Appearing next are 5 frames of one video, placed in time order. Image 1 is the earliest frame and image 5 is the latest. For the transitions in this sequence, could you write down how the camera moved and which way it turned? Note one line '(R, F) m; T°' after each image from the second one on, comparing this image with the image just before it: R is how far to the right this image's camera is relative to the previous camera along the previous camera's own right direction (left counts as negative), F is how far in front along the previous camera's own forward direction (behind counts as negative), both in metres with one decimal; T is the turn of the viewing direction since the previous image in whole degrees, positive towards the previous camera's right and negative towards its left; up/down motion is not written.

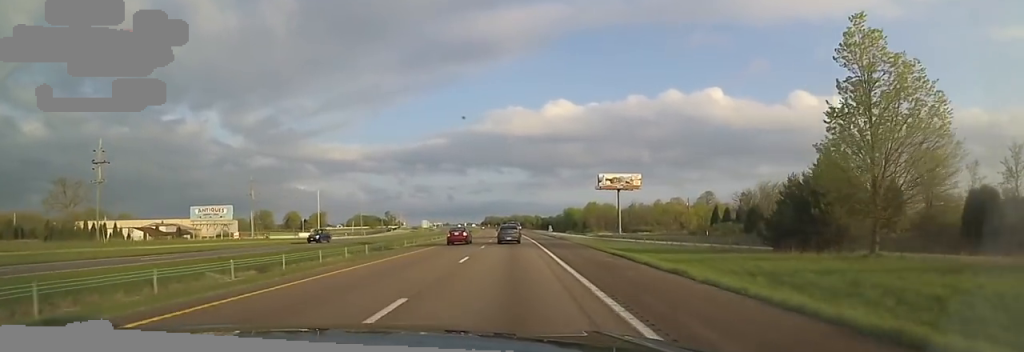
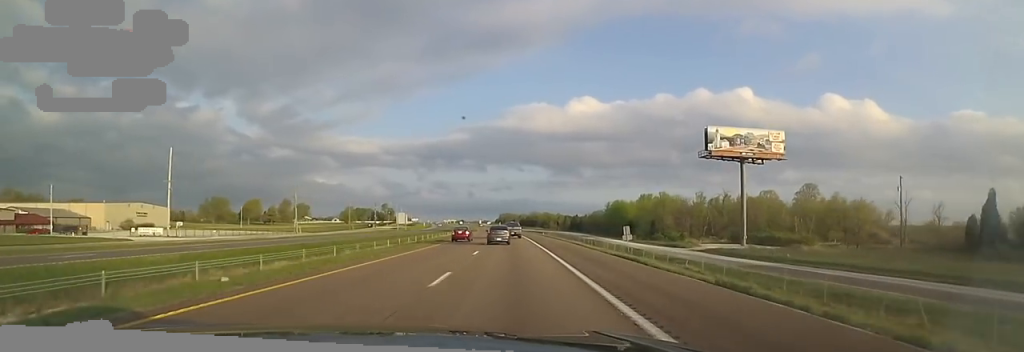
(-1.1, +81.8) m; -2°
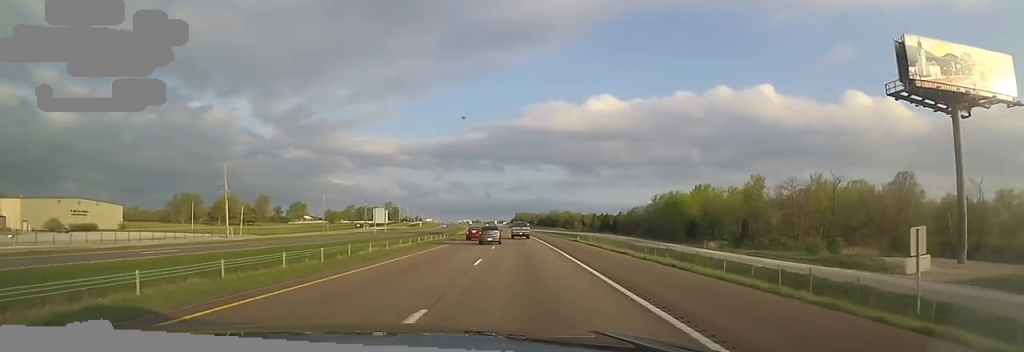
(-1.6, +43.8) m; -3°
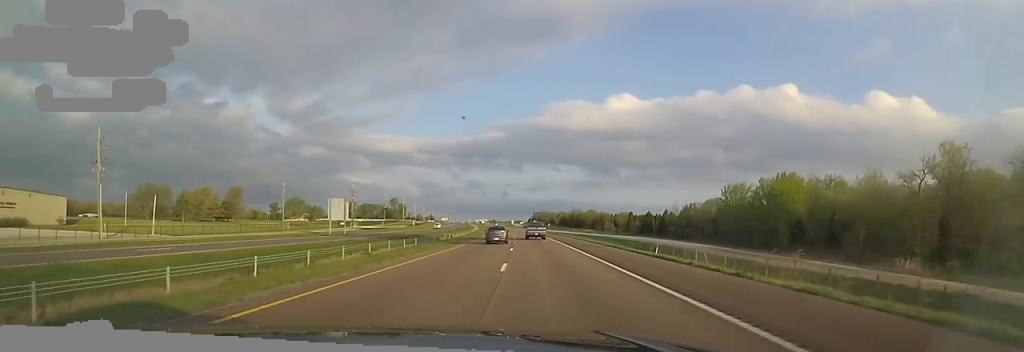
(+0.3, +39.5) m; 0°
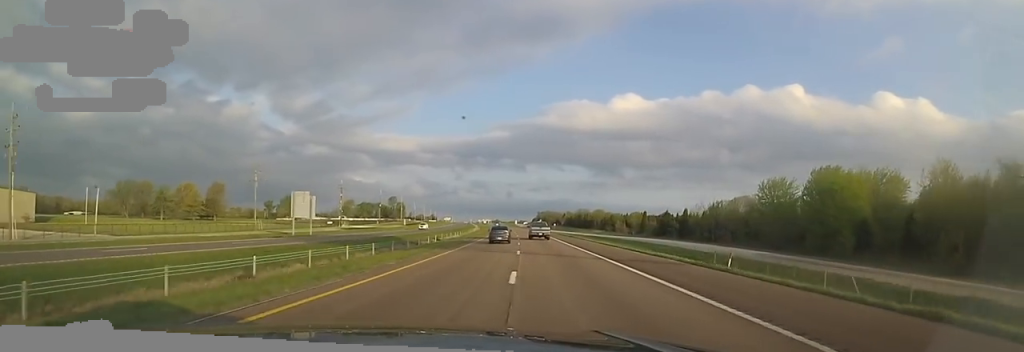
(+0.1, +14.8) m; 0°
